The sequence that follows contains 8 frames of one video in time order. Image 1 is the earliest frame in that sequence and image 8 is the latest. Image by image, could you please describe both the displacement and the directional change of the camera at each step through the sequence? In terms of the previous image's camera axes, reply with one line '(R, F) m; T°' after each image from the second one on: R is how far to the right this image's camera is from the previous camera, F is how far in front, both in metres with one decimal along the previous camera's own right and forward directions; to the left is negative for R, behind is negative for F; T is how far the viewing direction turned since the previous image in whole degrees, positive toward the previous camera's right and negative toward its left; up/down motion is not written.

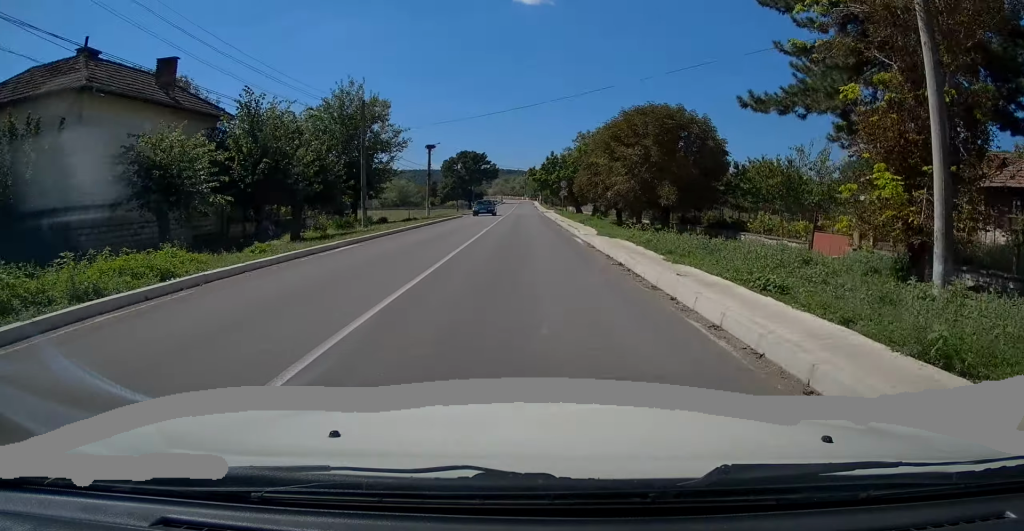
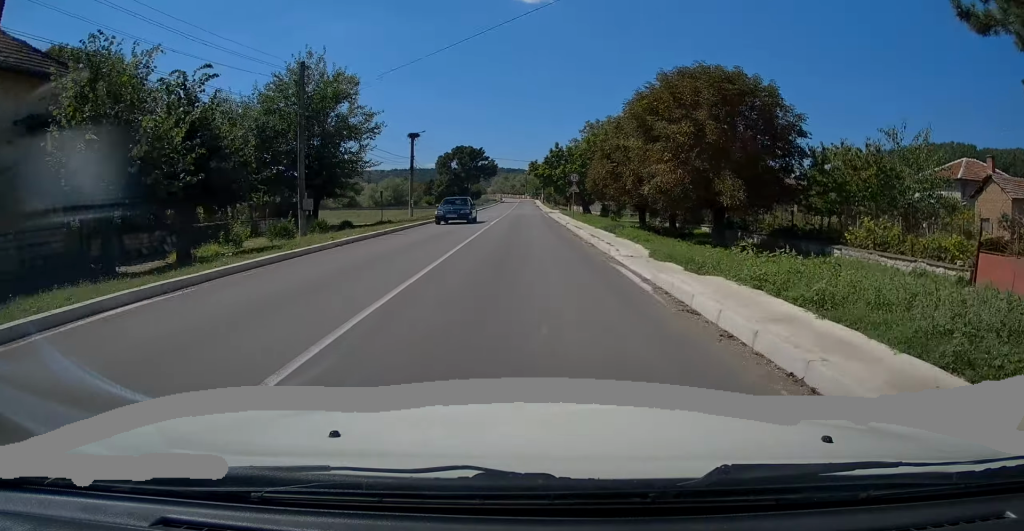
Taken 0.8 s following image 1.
(0.0, +10.2) m; 0°
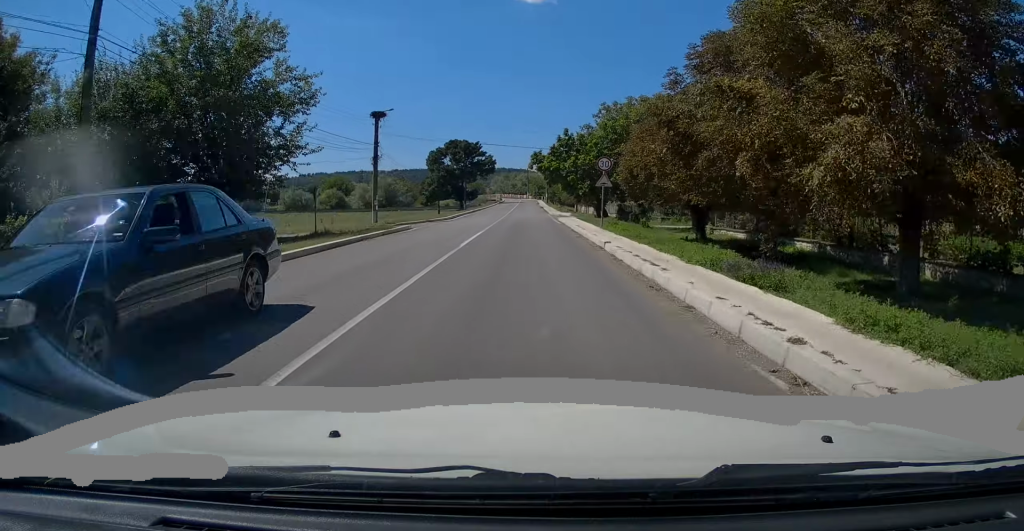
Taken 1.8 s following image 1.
(0.0, +13.8) m; 0°
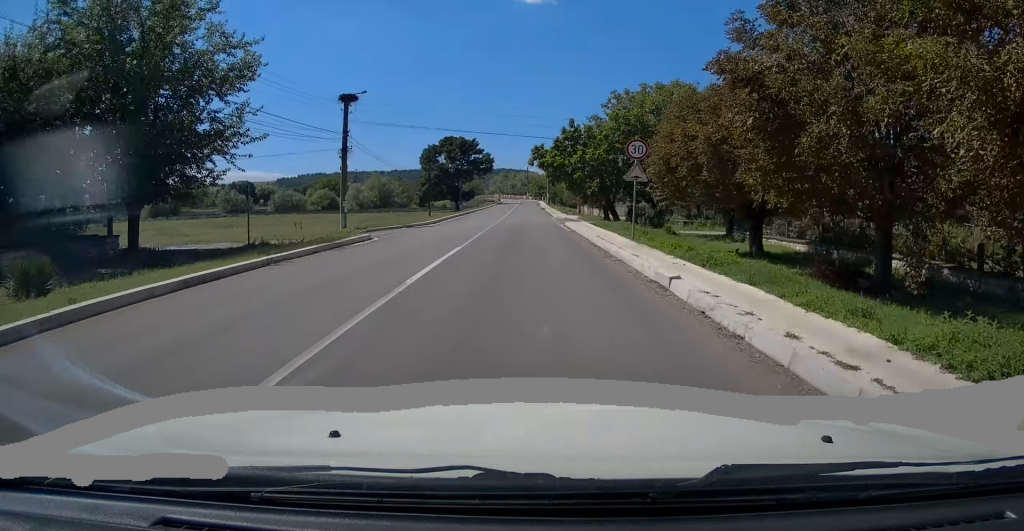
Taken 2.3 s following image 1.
(0.0, +7.2) m; -1°
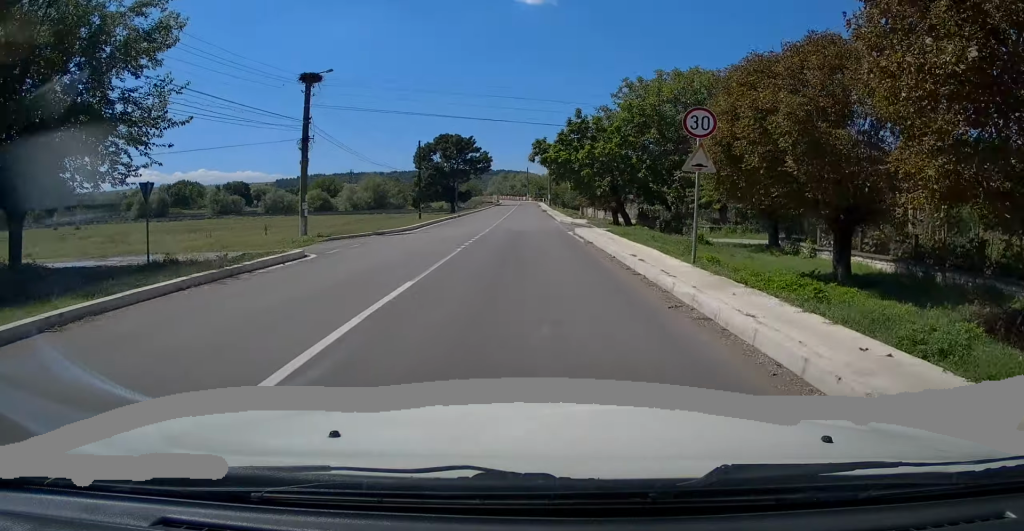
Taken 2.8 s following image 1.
(+0.1, +6.3) m; -1°
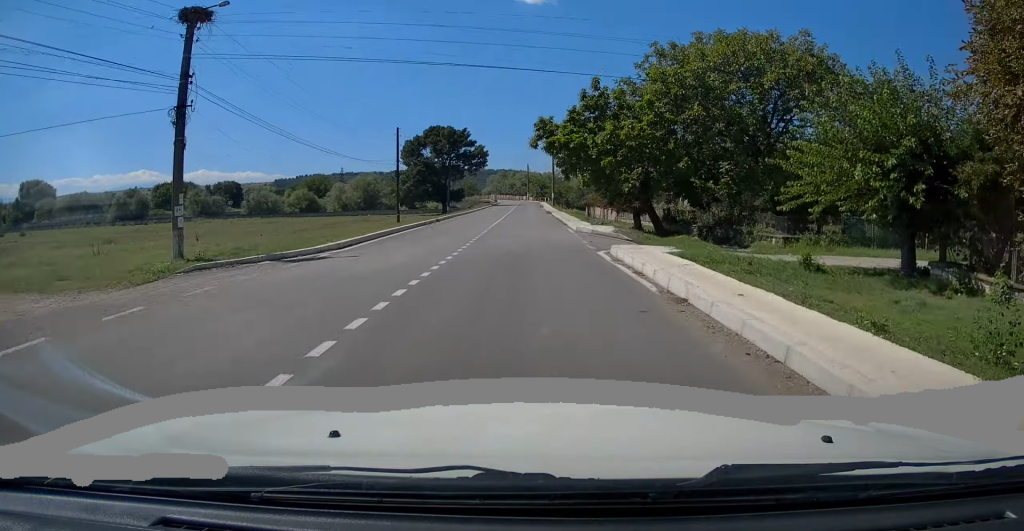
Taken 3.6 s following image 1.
(-0.3, +10.9) m; 0°
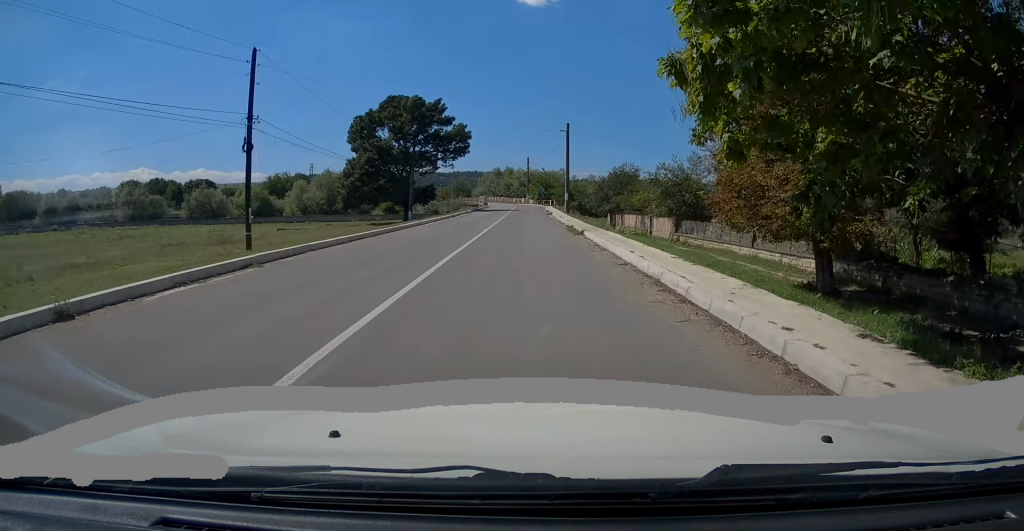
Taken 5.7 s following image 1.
(+0.6, +28.8) m; +2°
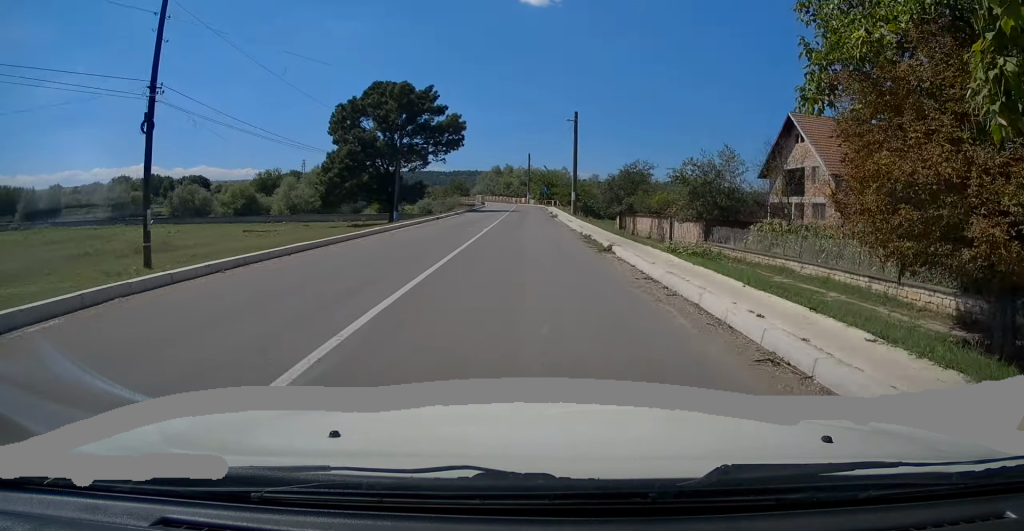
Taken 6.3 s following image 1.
(0.0, +7.1) m; 0°
